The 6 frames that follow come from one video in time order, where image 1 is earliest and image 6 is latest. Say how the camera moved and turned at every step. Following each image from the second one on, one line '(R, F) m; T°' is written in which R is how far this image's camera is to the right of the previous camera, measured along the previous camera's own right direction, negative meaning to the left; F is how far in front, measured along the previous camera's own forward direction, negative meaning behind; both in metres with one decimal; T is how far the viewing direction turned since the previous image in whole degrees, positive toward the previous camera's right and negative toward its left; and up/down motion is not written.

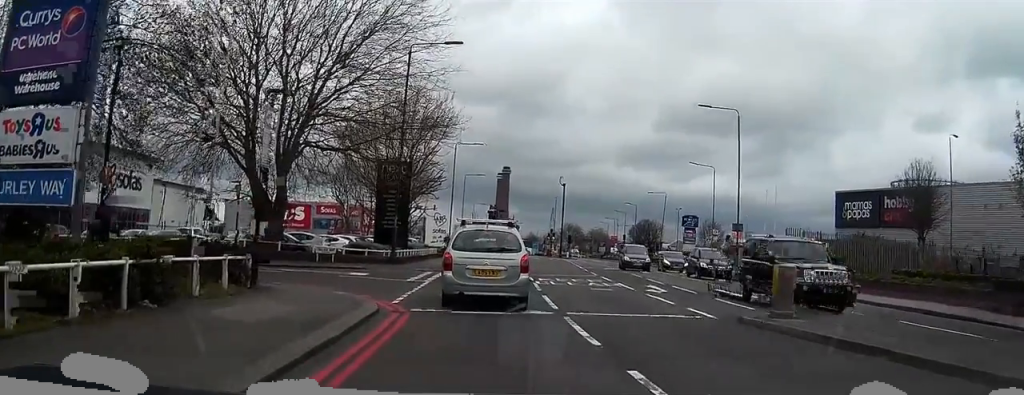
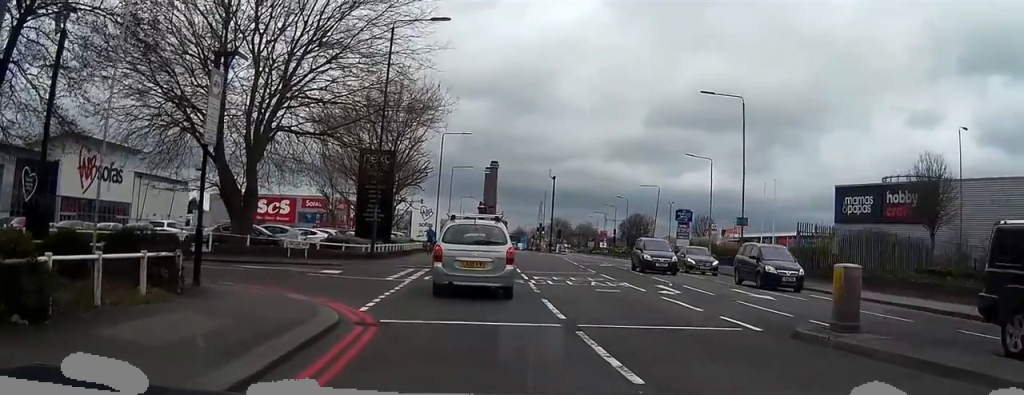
(+0.1, +3.1) m; 0°
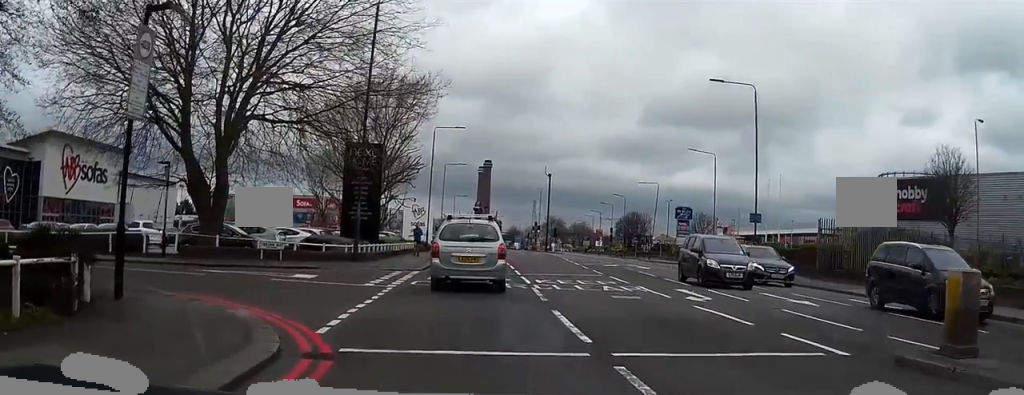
(0.0, +3.5) m; 0°
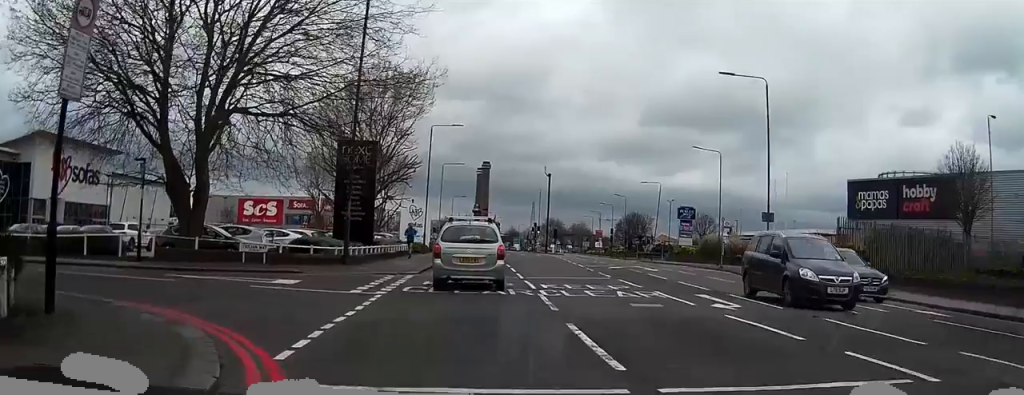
(0.0, +2.2) m; 0°
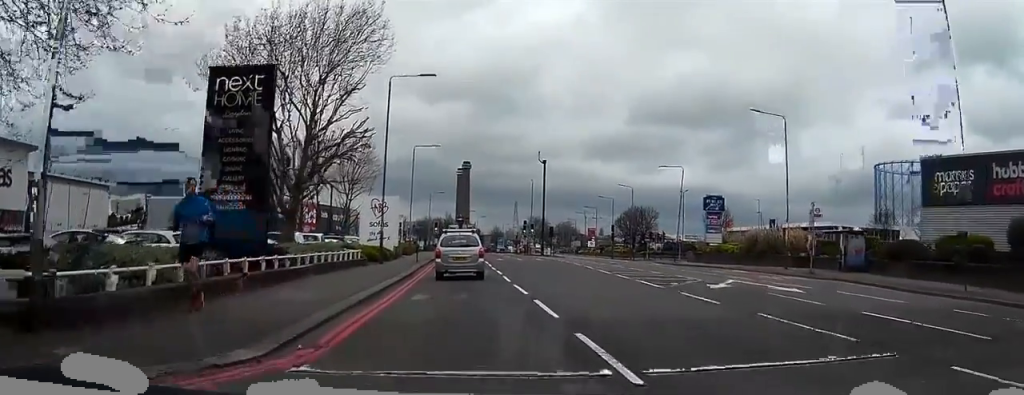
(+1.4, +19.9) m; +5°
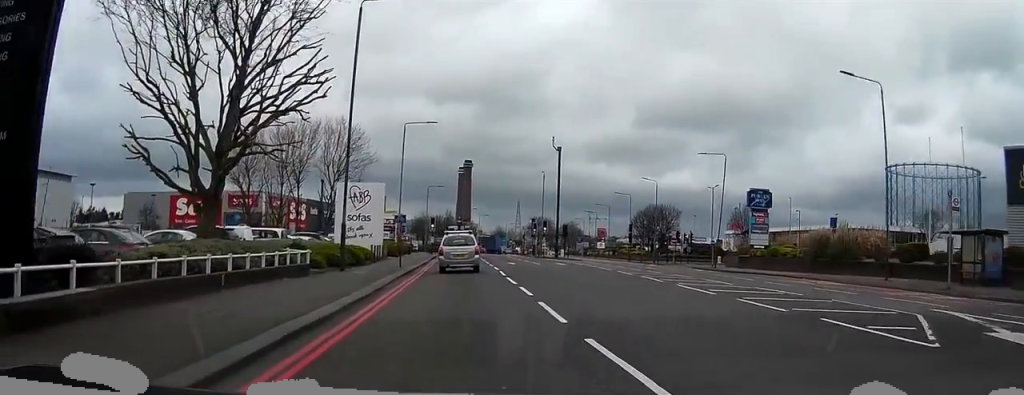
(-0.6, +13.5) m; -3°
